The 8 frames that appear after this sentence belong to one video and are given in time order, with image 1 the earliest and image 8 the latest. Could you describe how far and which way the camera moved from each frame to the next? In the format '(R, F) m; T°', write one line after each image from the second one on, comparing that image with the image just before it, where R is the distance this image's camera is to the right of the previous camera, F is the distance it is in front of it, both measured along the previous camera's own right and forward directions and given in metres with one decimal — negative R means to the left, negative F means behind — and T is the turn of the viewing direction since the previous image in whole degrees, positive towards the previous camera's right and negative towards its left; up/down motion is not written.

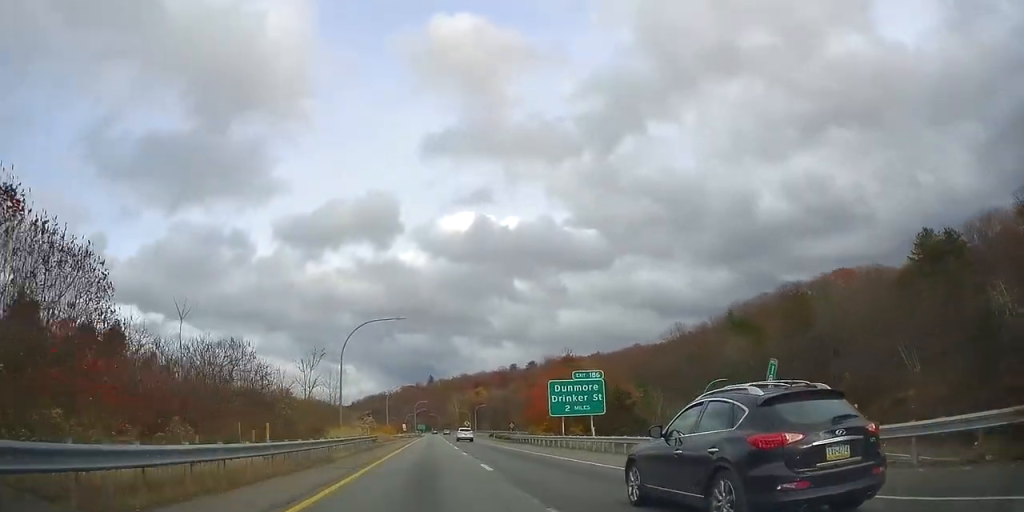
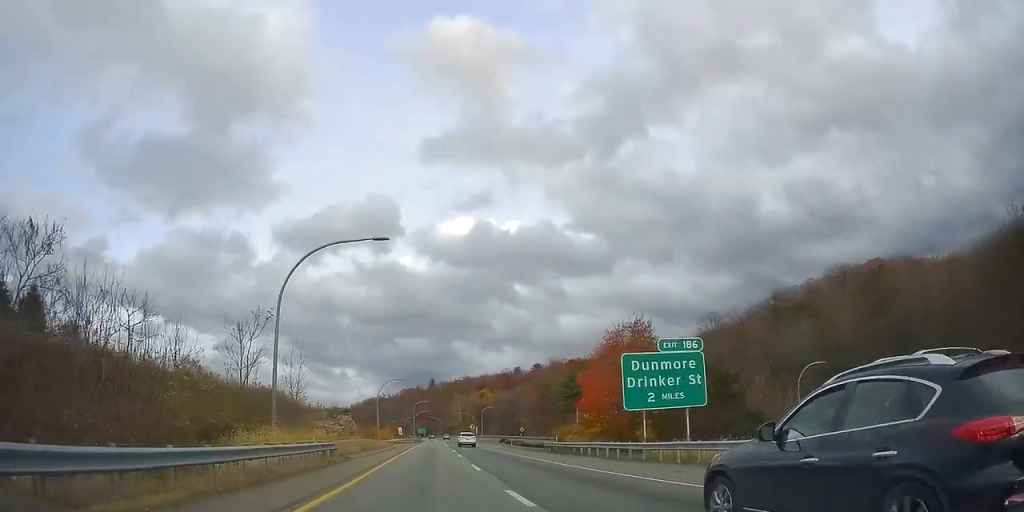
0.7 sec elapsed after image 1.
(+0.4, +19.9) m; 0°
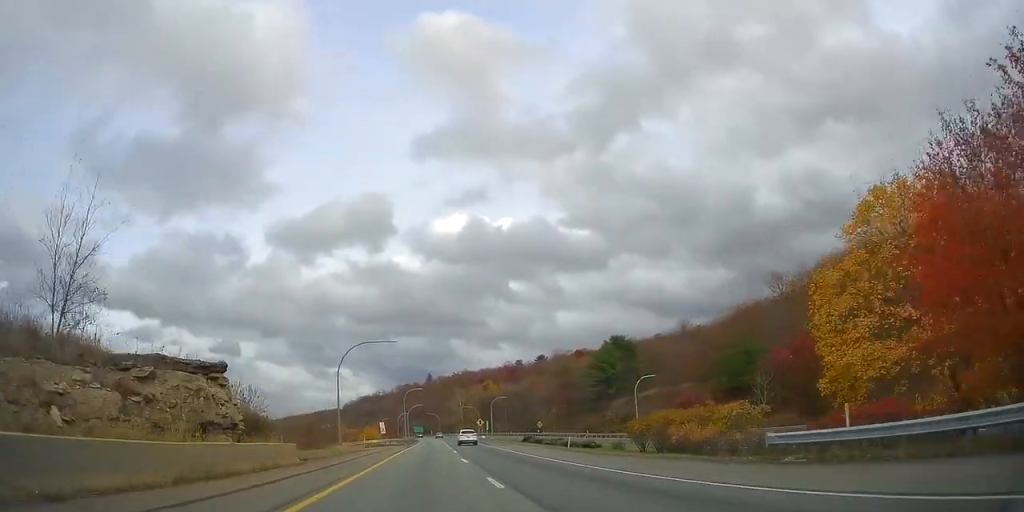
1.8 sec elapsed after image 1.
(-0.2, +33.3) m; 0°
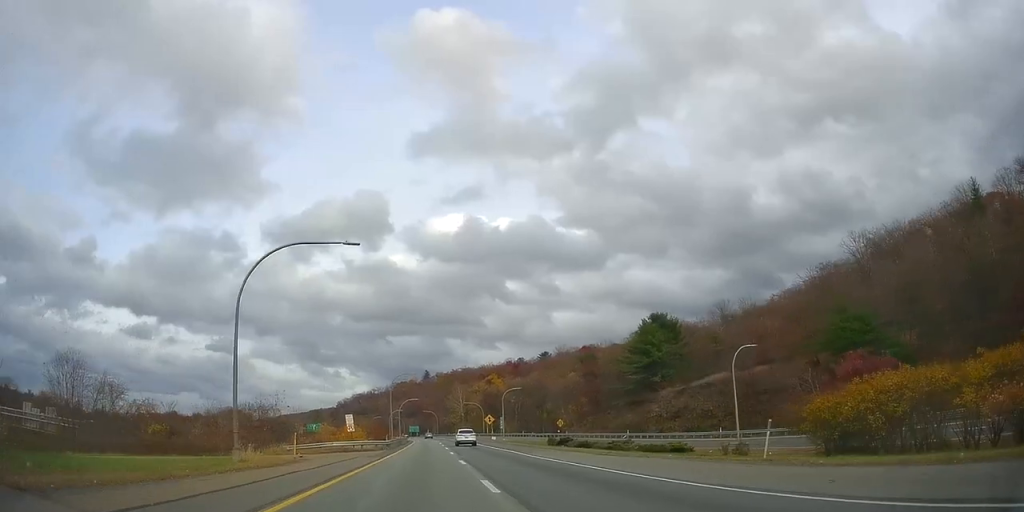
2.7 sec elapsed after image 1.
(+0.1, +26.8) m; +1°
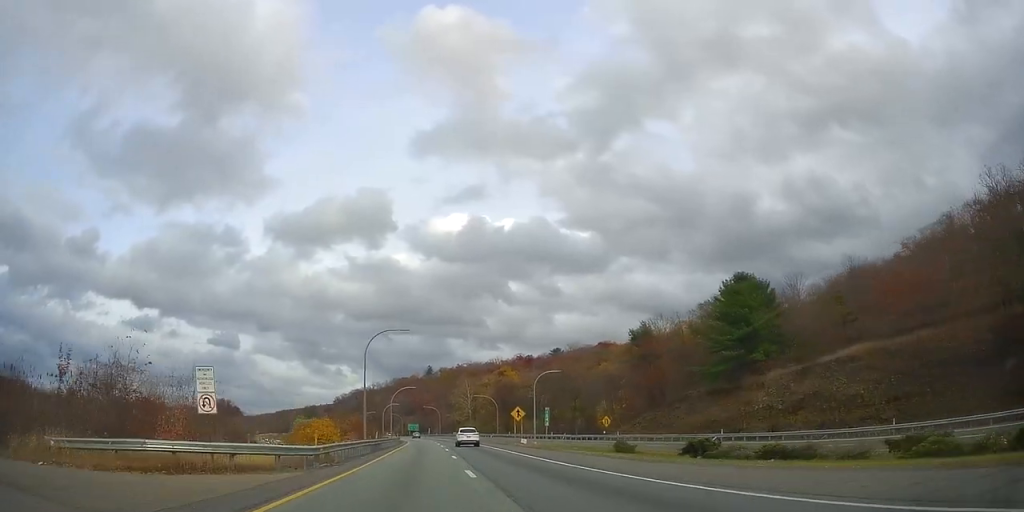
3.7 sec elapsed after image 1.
(+0.3, +31.3) m; 0°
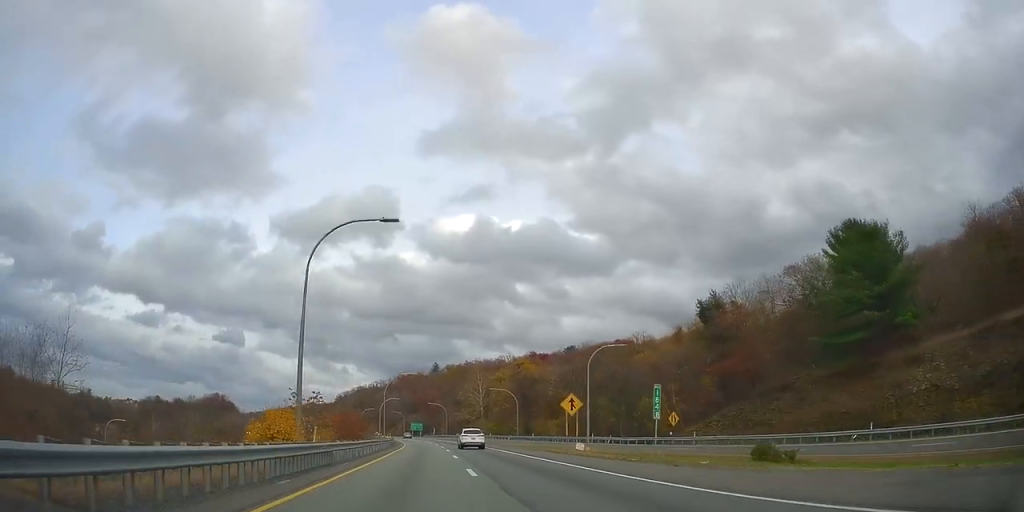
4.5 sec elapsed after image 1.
(-0.2, +23.8) m; 0°
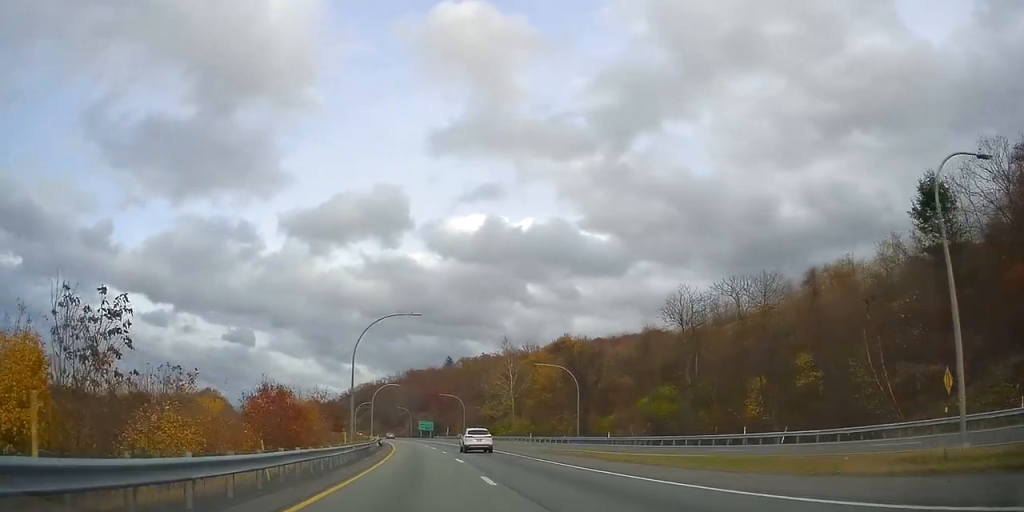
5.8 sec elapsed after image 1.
(-0.1, +38.7) m; 0°
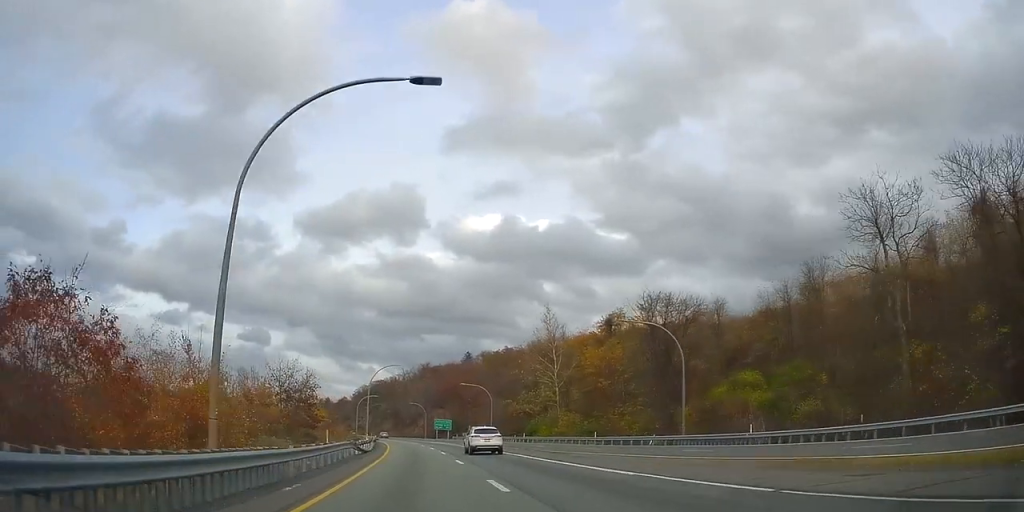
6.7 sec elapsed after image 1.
(-0.1, +26.8) m; -1°
